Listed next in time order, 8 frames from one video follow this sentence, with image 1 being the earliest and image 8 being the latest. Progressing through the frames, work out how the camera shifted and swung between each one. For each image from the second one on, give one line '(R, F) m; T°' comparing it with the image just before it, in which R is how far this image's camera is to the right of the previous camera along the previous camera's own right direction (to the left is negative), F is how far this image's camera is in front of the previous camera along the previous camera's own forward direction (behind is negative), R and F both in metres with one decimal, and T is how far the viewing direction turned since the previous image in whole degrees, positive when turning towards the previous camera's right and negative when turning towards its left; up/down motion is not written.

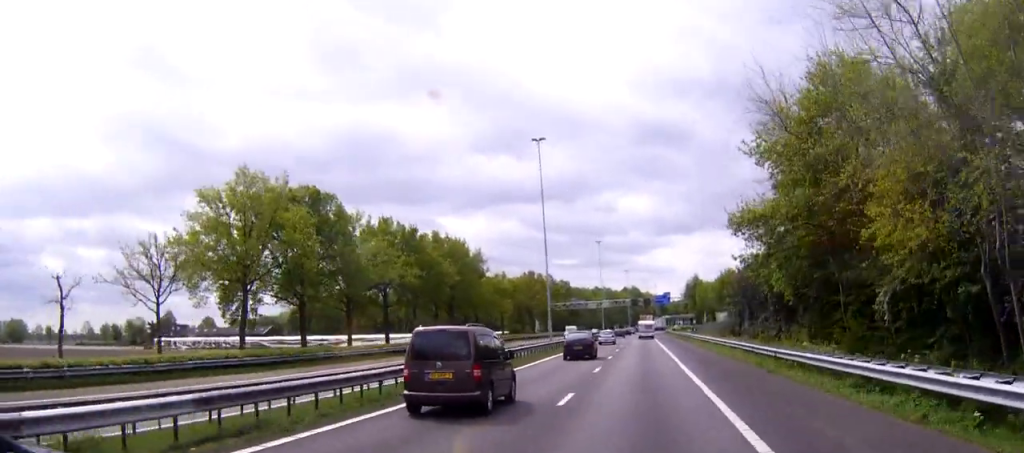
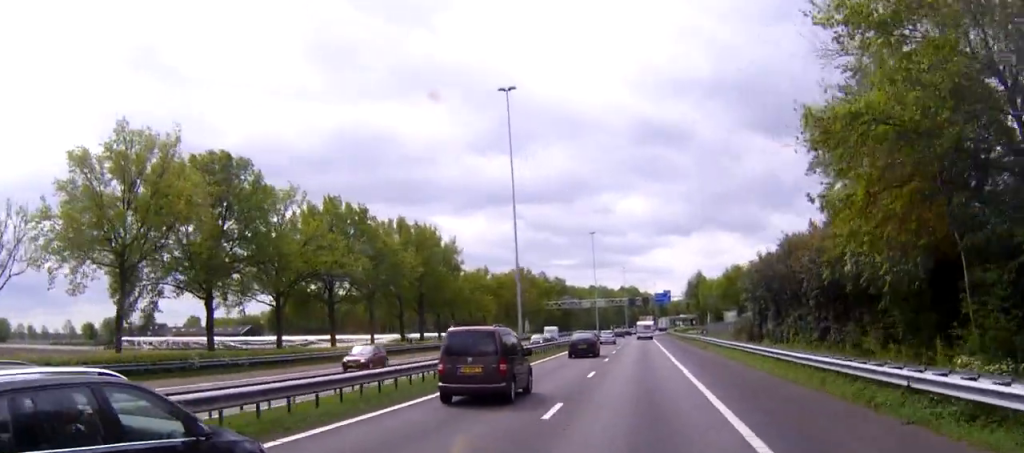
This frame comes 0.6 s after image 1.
(0.0, +14.4) m; 0°
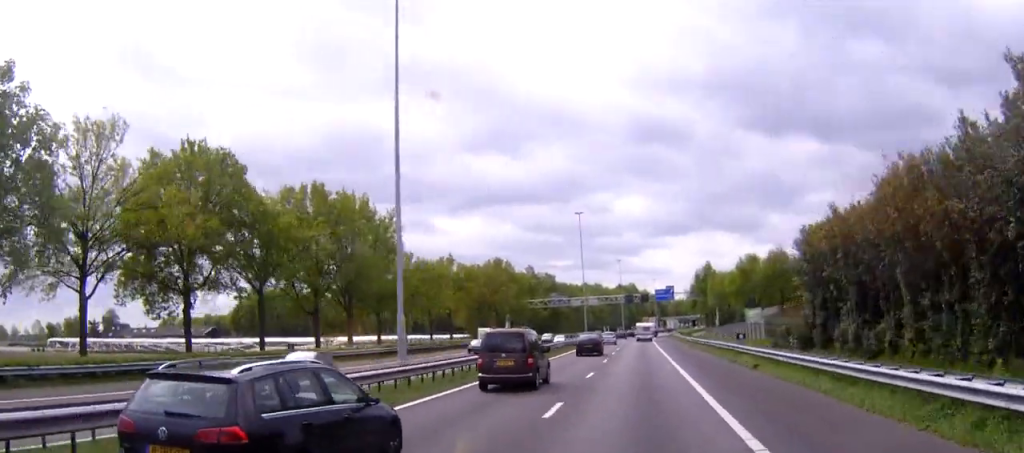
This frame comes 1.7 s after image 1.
(0.0, +23.5) m; 0°
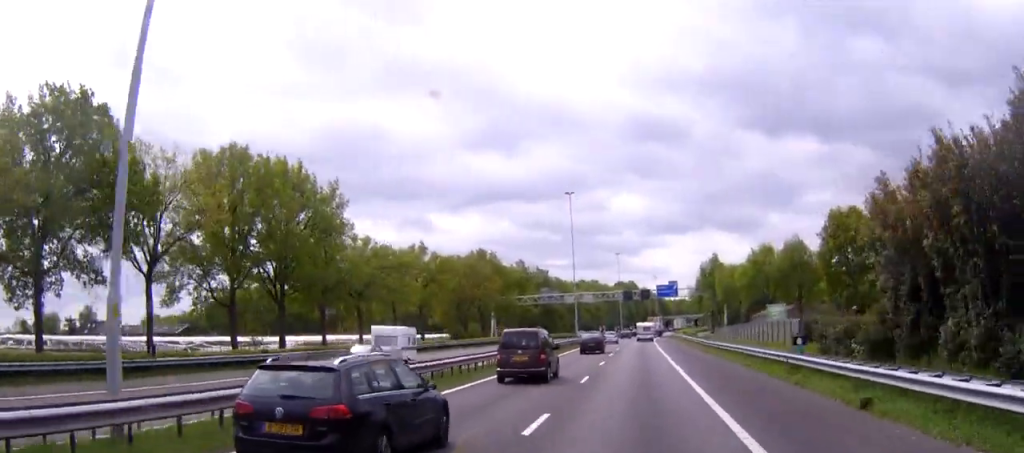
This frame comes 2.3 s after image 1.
(0.0, +14.4) m; 0°
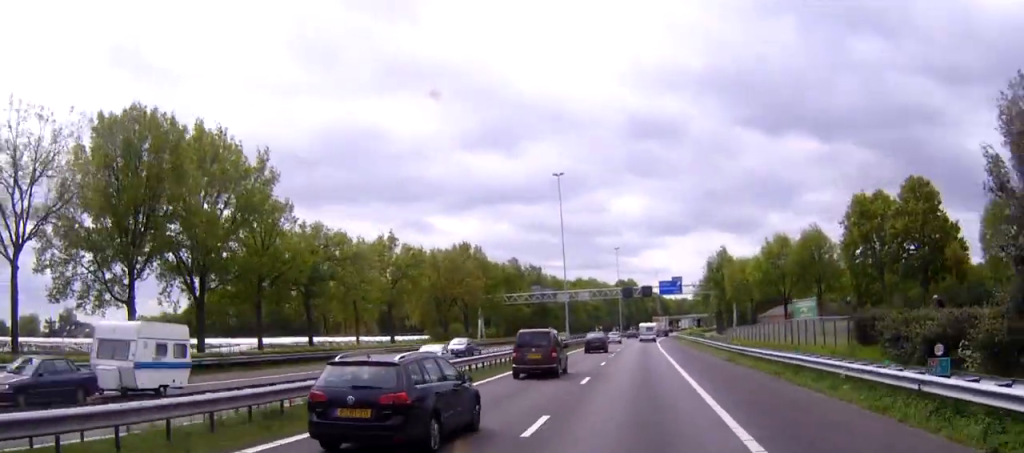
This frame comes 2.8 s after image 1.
(0.0, +12.2) m; 0°
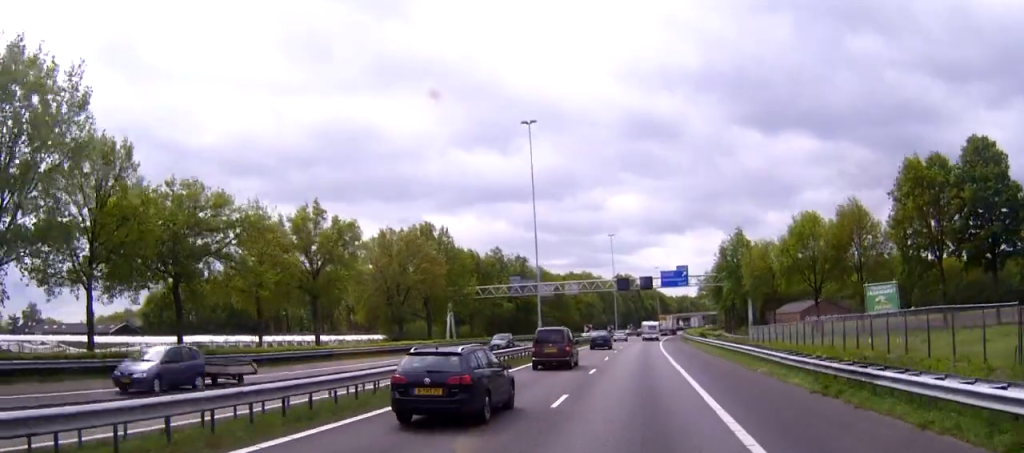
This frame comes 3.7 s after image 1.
(0.0, +19.8) m; 0°
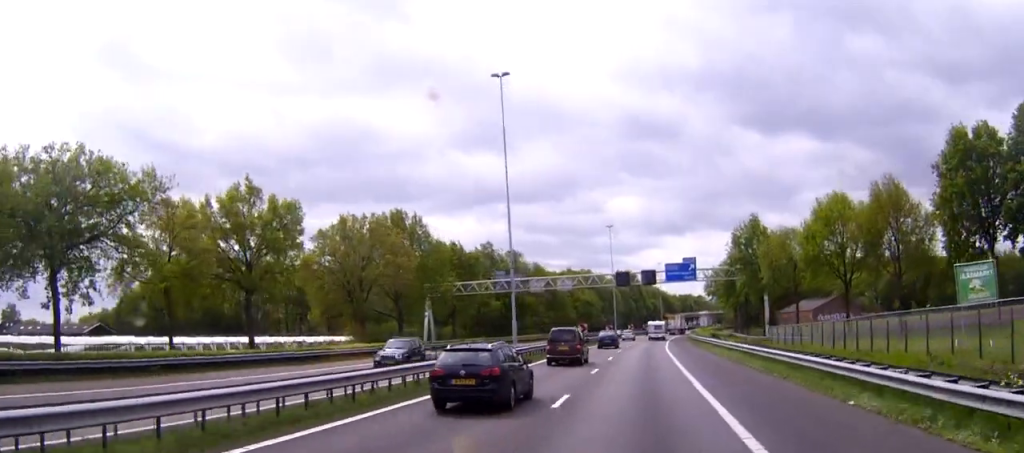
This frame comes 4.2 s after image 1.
(0.0, +12.1) m; 0°
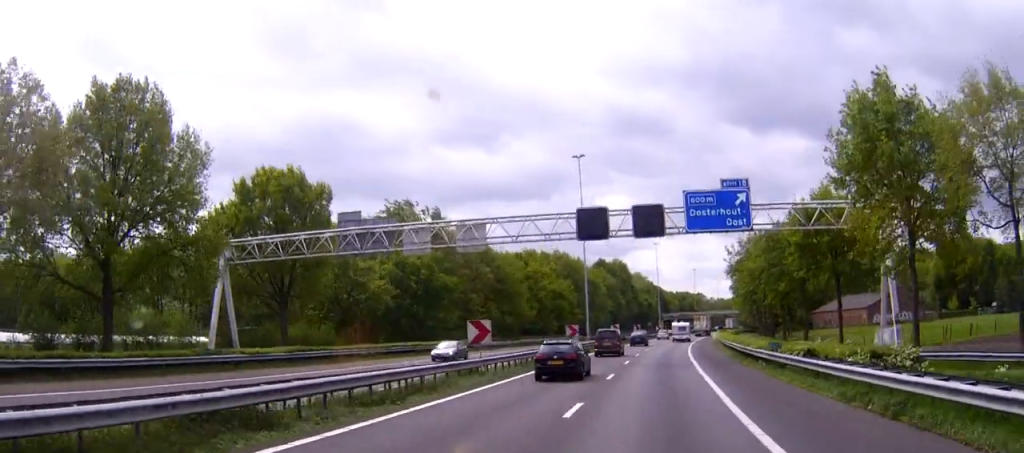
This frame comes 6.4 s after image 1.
(+0.9, +49.4) m; +2°
